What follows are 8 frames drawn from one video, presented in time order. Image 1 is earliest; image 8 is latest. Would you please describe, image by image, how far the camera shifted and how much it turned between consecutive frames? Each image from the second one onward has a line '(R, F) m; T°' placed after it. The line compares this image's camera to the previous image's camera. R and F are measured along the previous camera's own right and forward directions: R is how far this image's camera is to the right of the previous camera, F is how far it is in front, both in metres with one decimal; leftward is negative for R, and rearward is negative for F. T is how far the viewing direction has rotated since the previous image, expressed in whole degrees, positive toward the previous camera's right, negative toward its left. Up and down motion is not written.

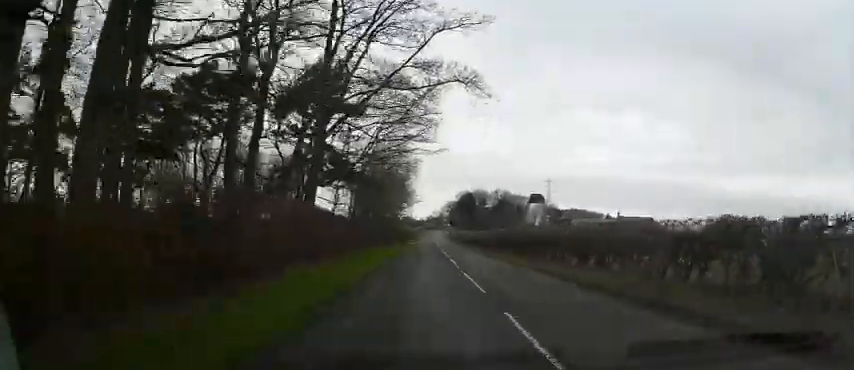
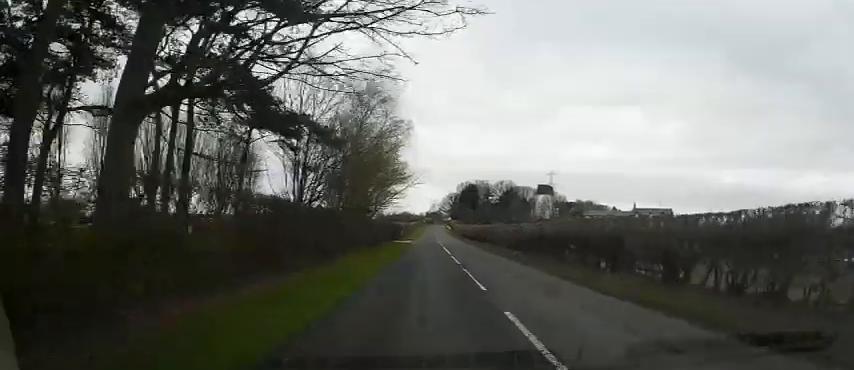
(0.0, +17.5) m; +1°
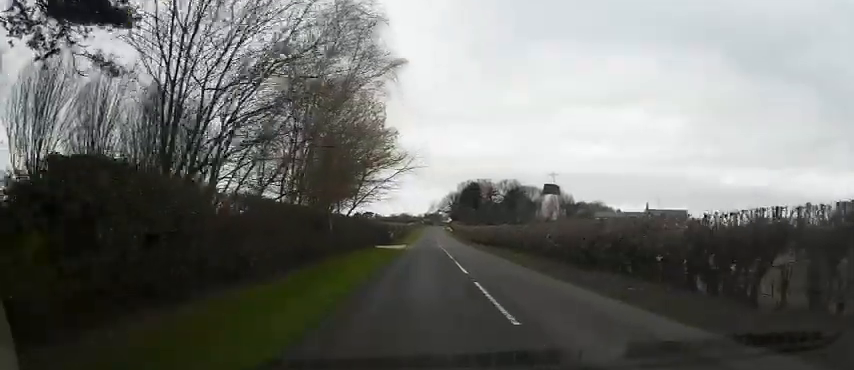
(0.0, +12.4) m; +1°
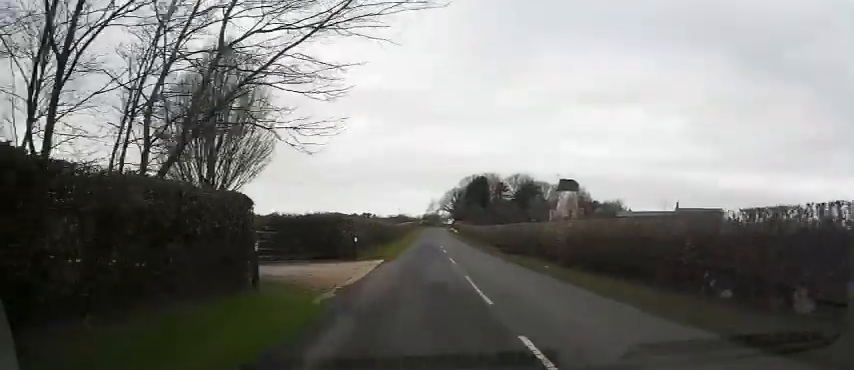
(+0.3, +23.5) m; +1°
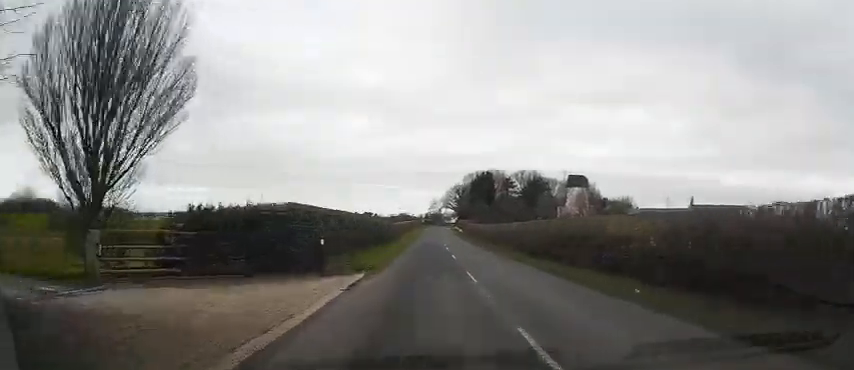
(0.0, +8.7) m; 0°
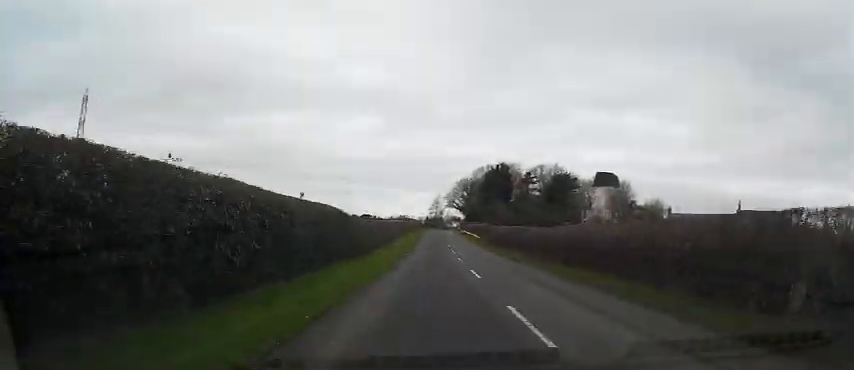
(-0.2, +25.2) m; 0°
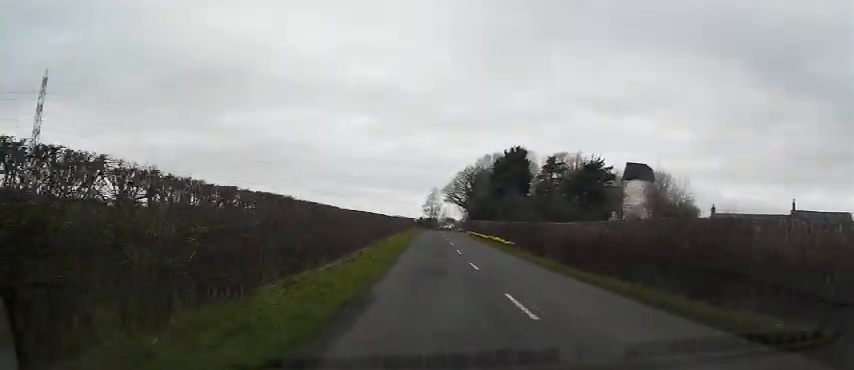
(+0.3, +24.2) m; +1°
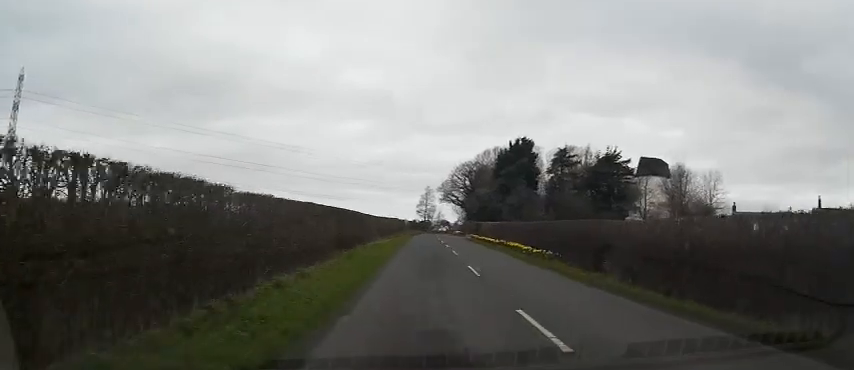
(+0.1, +10.9) m; 0°
